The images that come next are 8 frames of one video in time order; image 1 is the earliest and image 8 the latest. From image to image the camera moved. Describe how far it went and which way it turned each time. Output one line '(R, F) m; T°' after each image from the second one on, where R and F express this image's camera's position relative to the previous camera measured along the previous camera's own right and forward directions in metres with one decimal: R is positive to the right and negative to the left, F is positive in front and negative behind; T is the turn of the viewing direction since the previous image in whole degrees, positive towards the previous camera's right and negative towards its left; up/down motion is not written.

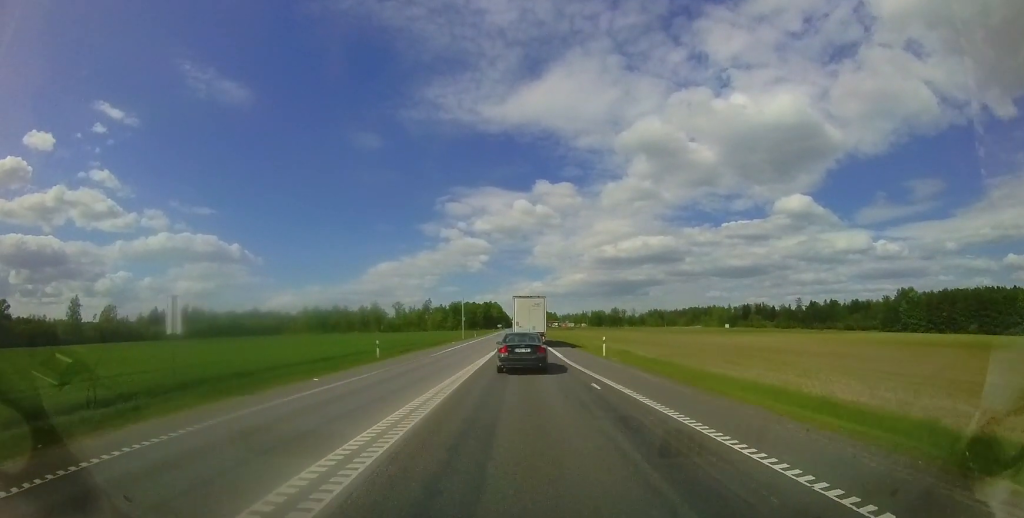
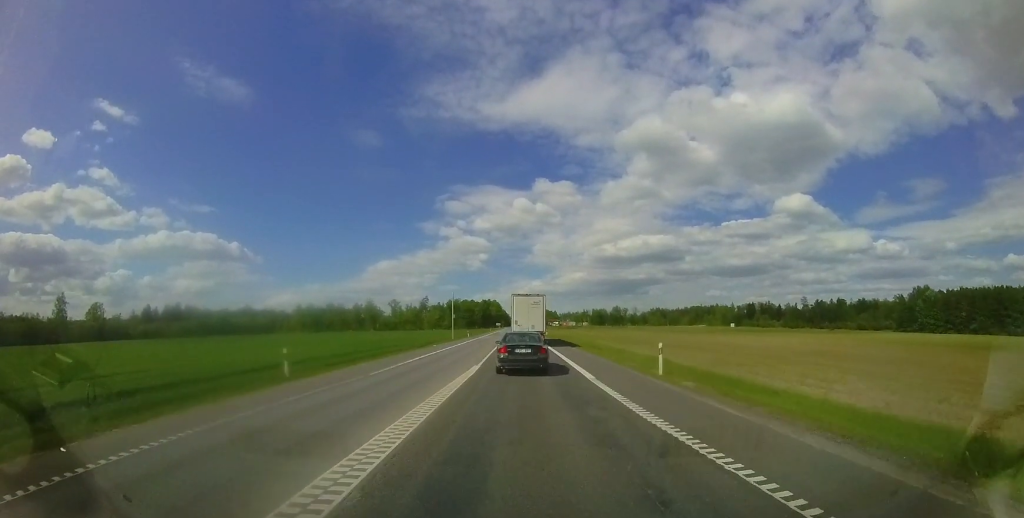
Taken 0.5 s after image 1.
(0.0, +9.4) m; 0°
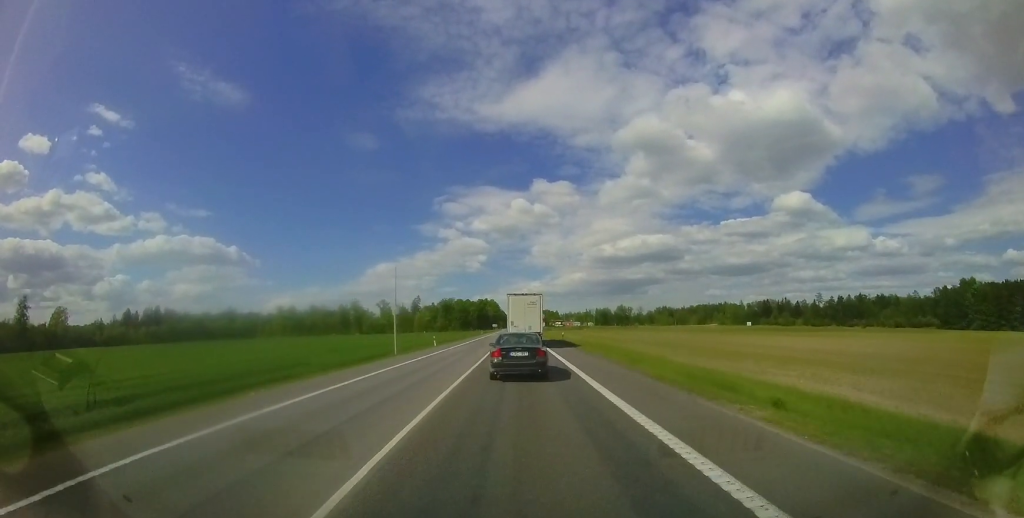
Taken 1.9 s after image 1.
(0.0, +25.0) m; 0°
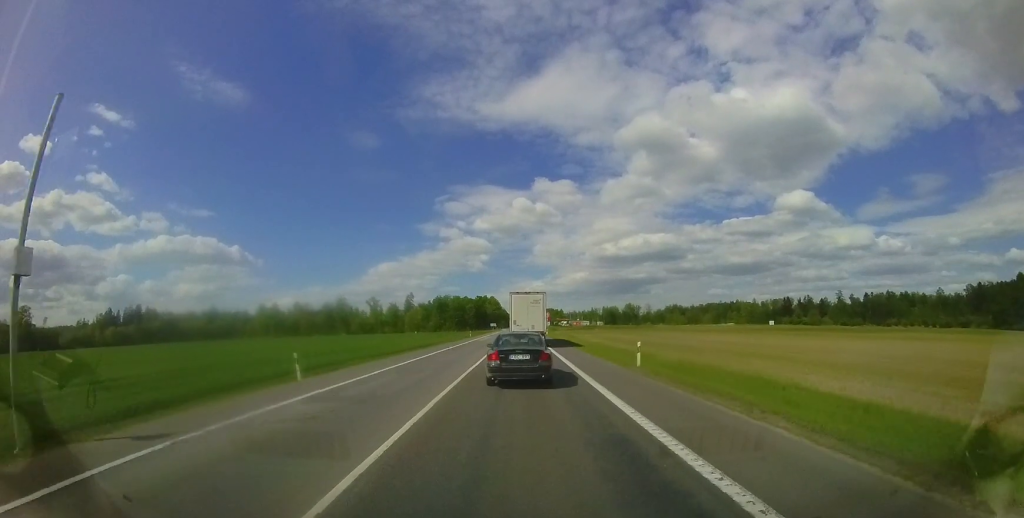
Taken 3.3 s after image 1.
(0.0, +24.7) m; 0°
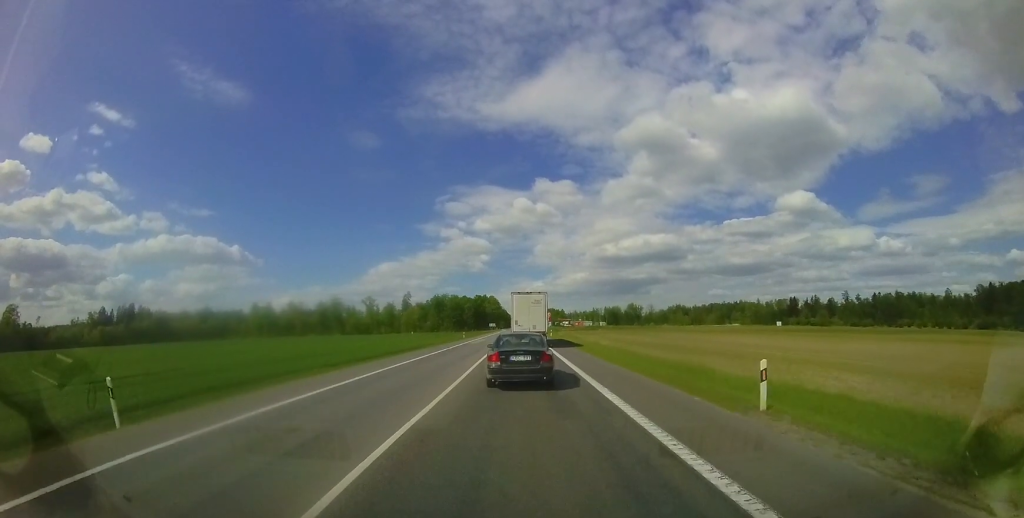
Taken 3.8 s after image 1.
(0.0, +7.9) m; 0°
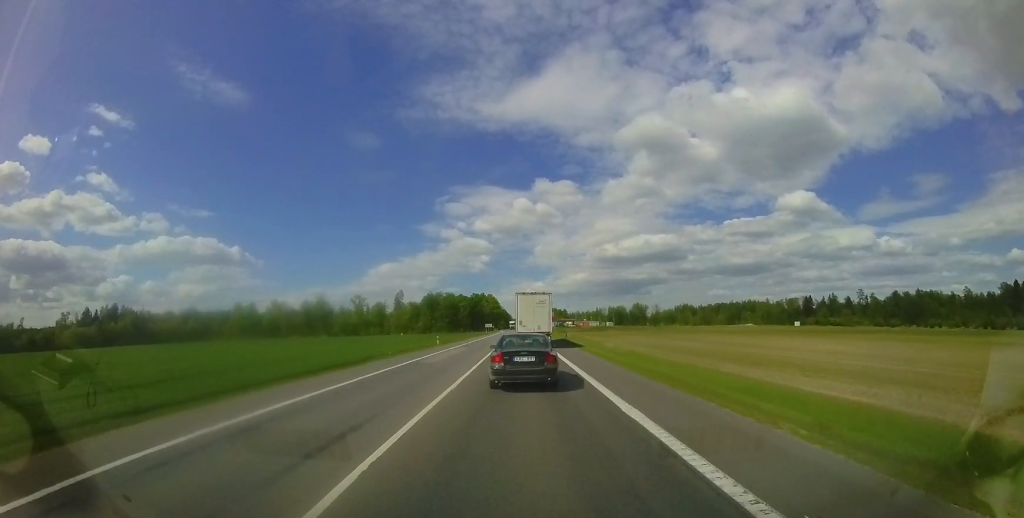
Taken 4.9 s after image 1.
(-0.1, +18.6) m; 0°
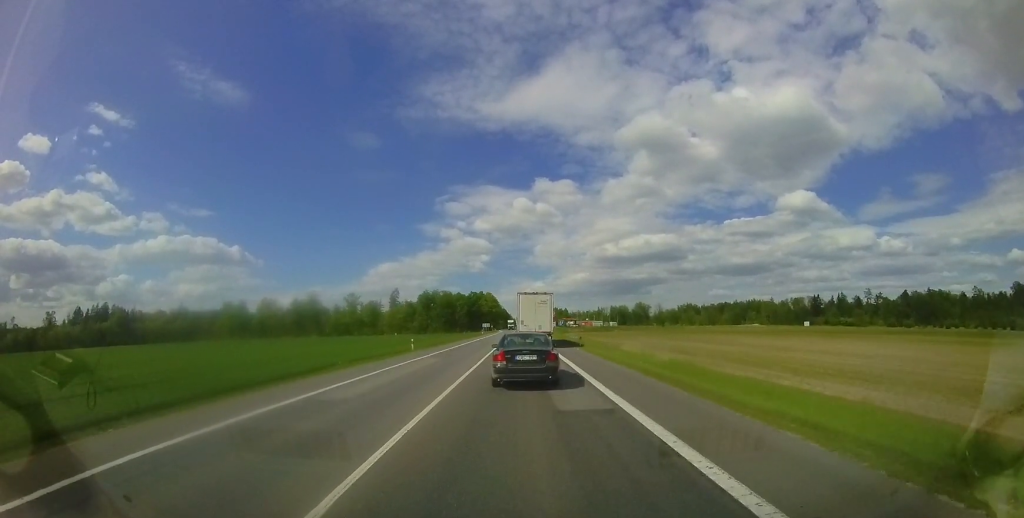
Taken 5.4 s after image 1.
(0.0, +8.8) m; +1°
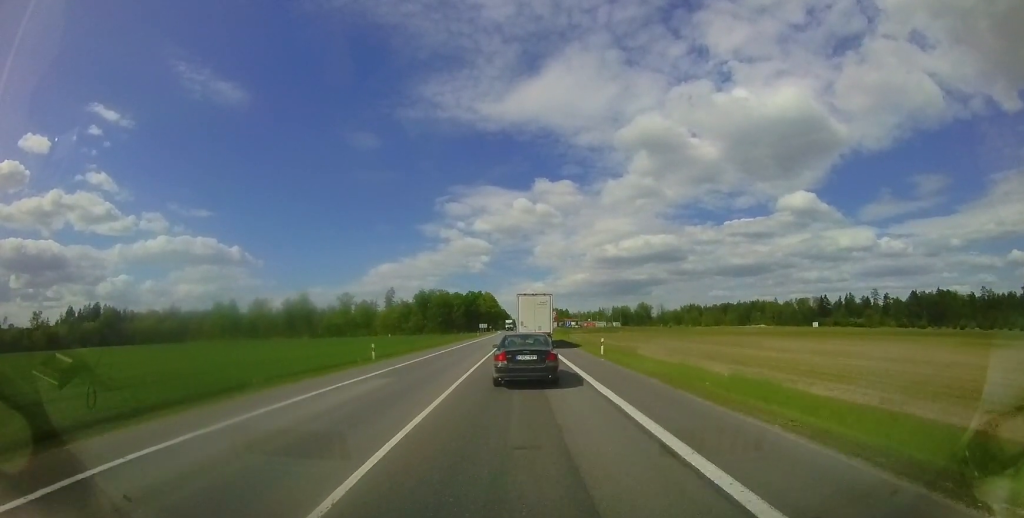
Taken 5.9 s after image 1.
(0.0, +8.1) m; 0°
